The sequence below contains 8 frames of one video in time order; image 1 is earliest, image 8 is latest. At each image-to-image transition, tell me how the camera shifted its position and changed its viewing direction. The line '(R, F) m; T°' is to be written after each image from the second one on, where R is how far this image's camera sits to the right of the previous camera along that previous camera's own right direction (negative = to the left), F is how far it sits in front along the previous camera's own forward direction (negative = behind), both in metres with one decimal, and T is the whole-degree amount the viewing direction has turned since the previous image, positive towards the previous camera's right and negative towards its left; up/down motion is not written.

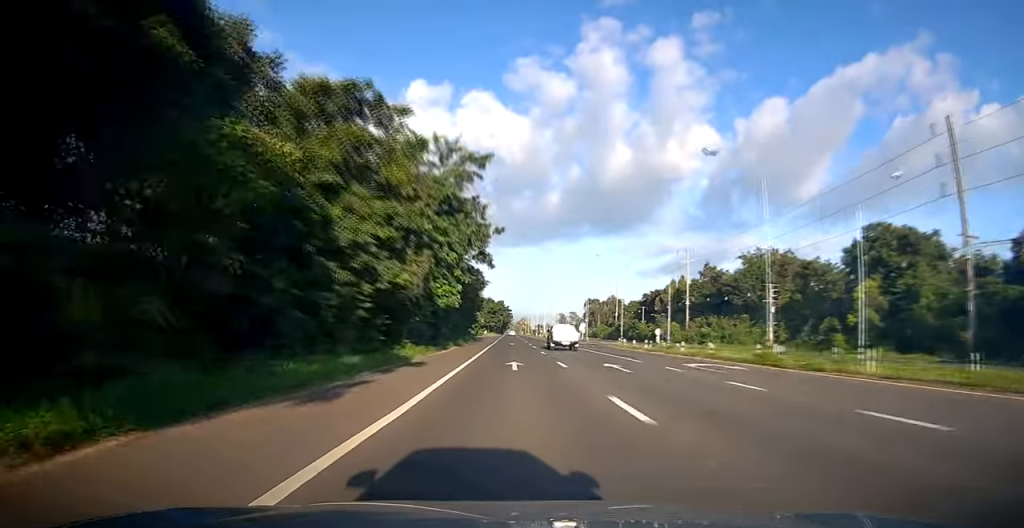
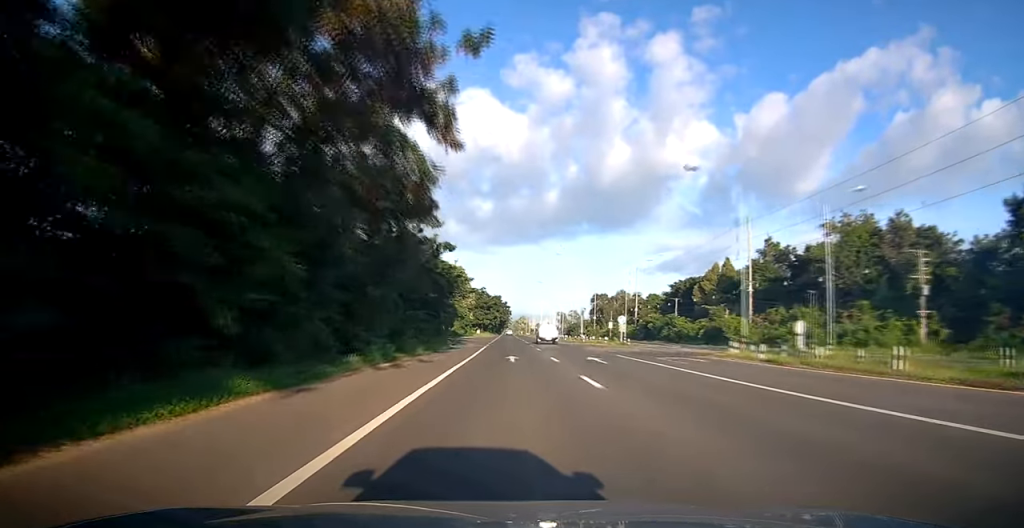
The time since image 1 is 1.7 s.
(+0.1, +32.4) m; 0°
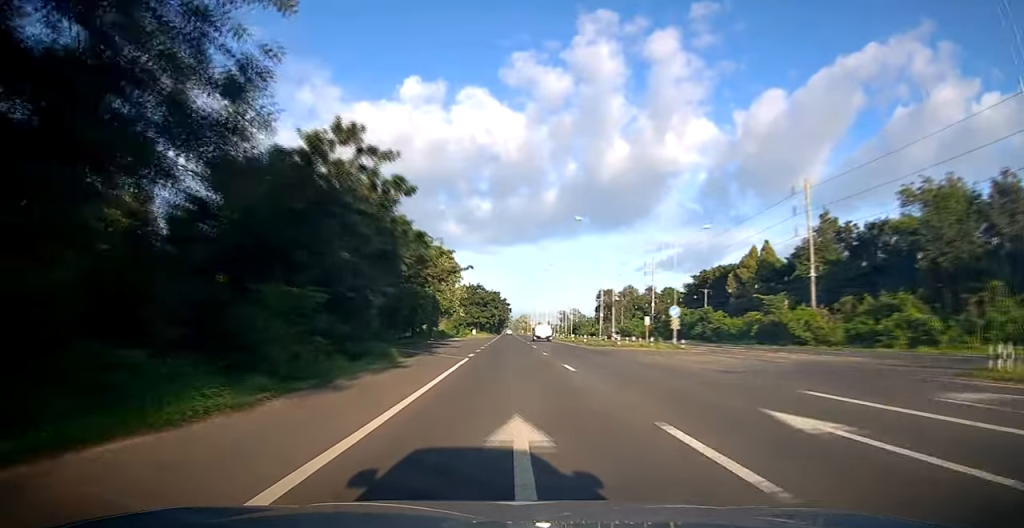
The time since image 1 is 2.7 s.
(0.0, +18.7) m; 0°
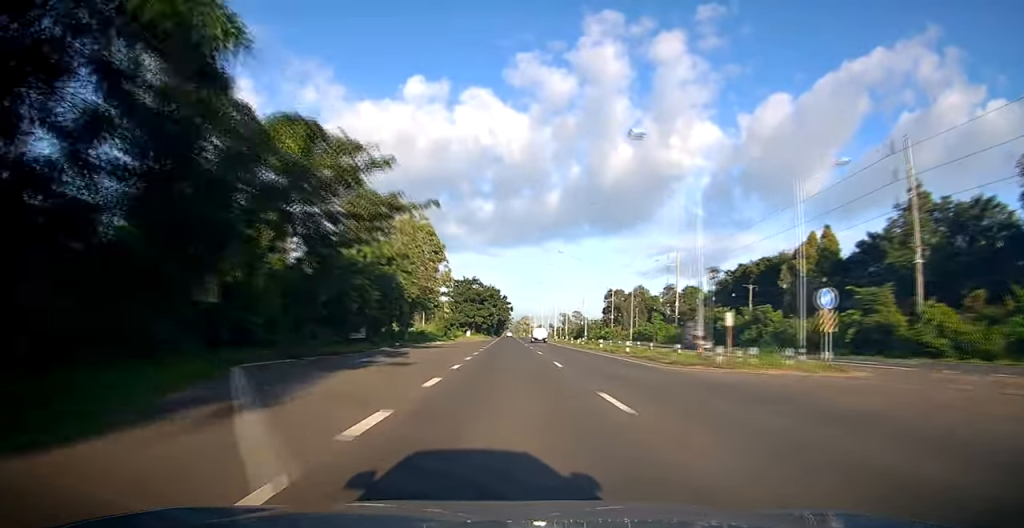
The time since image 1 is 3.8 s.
(0.0, +19.4) m; 0°
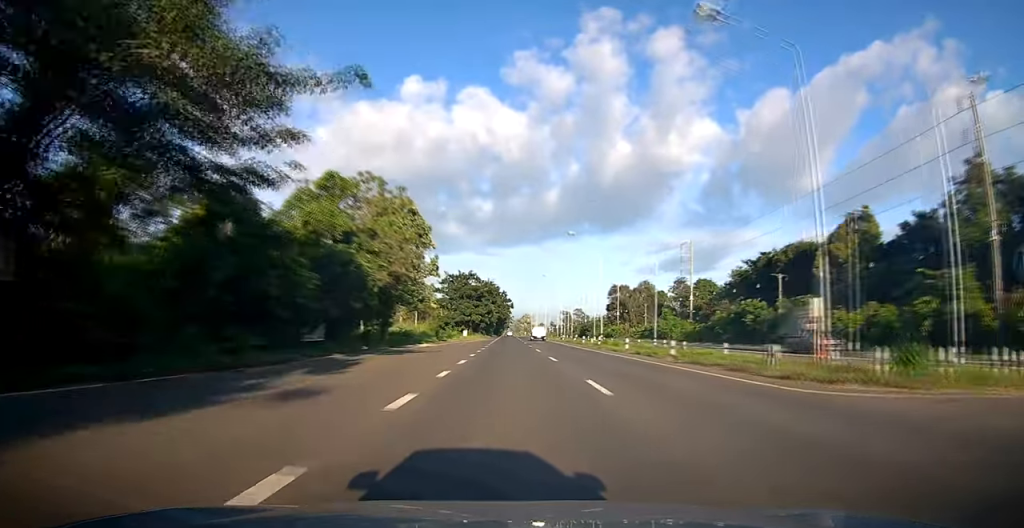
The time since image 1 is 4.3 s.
(0.0, +9.7) m; 0°
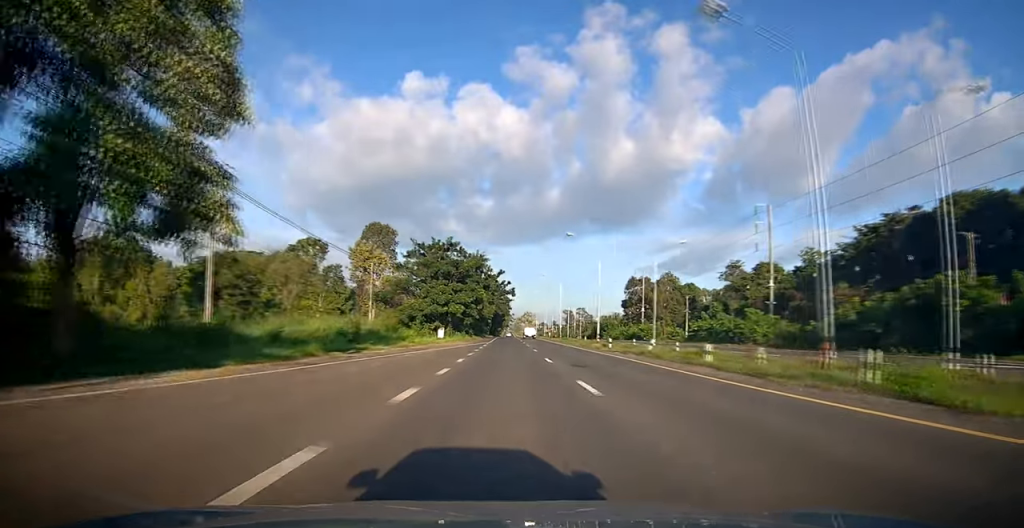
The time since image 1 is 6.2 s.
(+0.1, +34.9) m; +1°
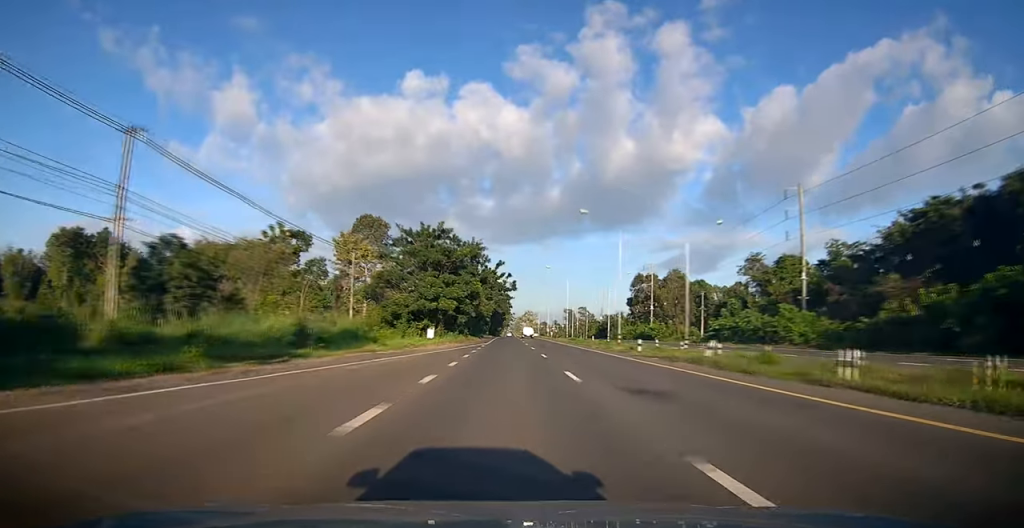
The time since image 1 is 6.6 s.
(+0.2, +8.8) m; 0°
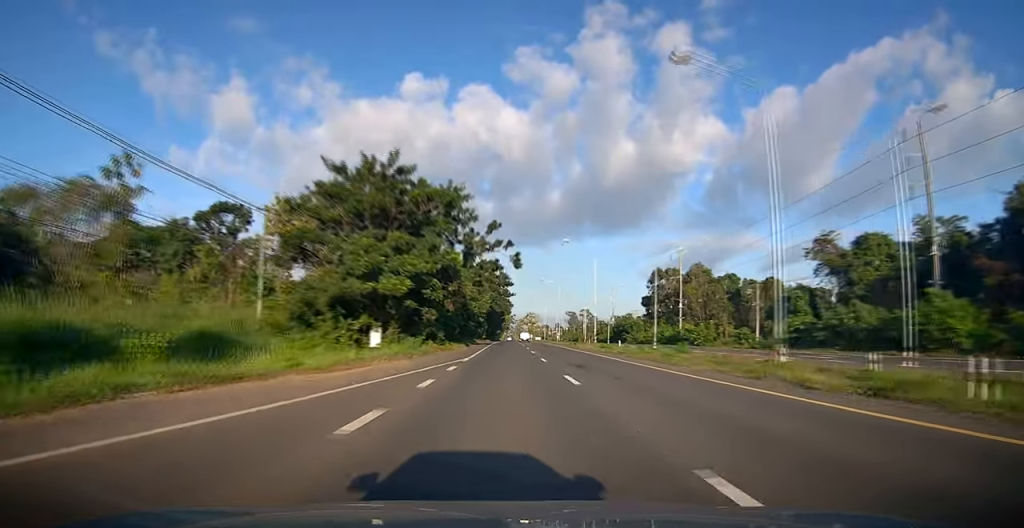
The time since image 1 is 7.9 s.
(-0.3, +23.7) m; -1°
